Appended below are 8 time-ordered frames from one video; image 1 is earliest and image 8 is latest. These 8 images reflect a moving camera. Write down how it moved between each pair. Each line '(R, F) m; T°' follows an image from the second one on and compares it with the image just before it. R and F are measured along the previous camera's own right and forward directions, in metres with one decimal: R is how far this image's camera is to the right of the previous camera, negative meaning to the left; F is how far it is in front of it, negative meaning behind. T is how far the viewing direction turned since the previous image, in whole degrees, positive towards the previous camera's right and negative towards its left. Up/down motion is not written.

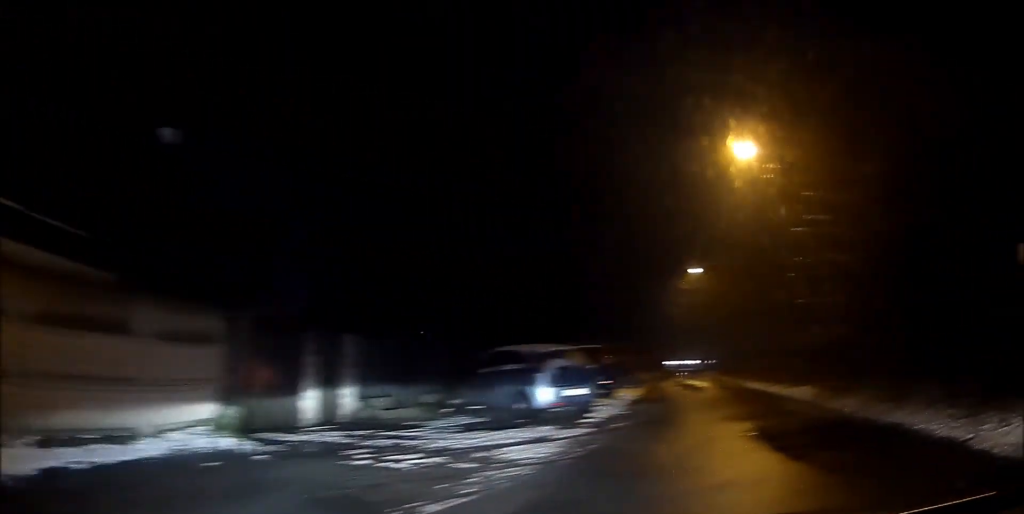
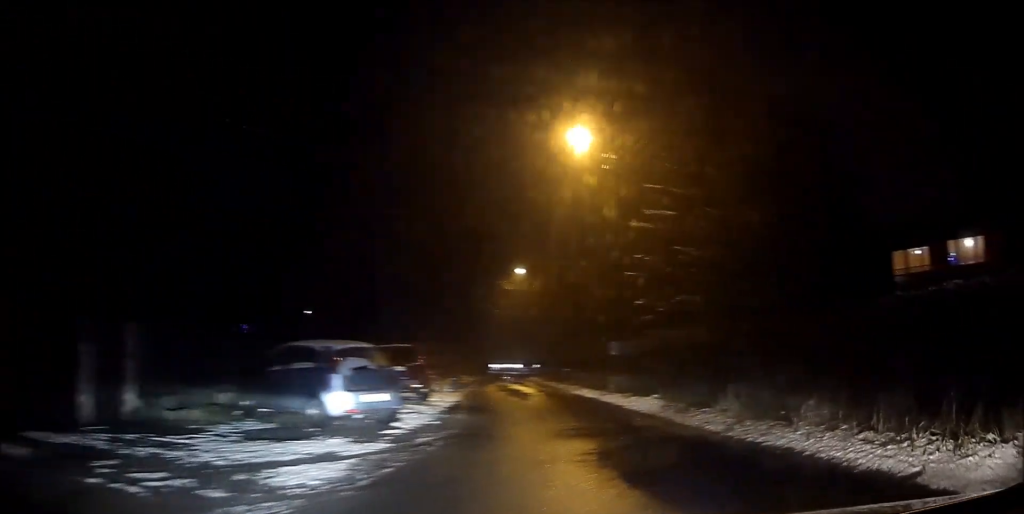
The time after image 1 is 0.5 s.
(+0.2, +2.1) m; +7°
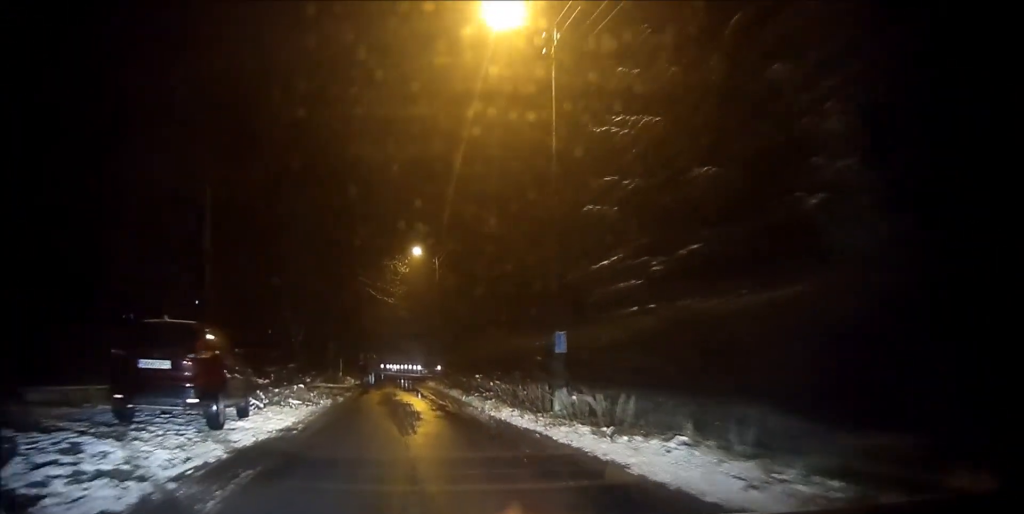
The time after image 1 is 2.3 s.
(+1.2, +8.9) m; +9°
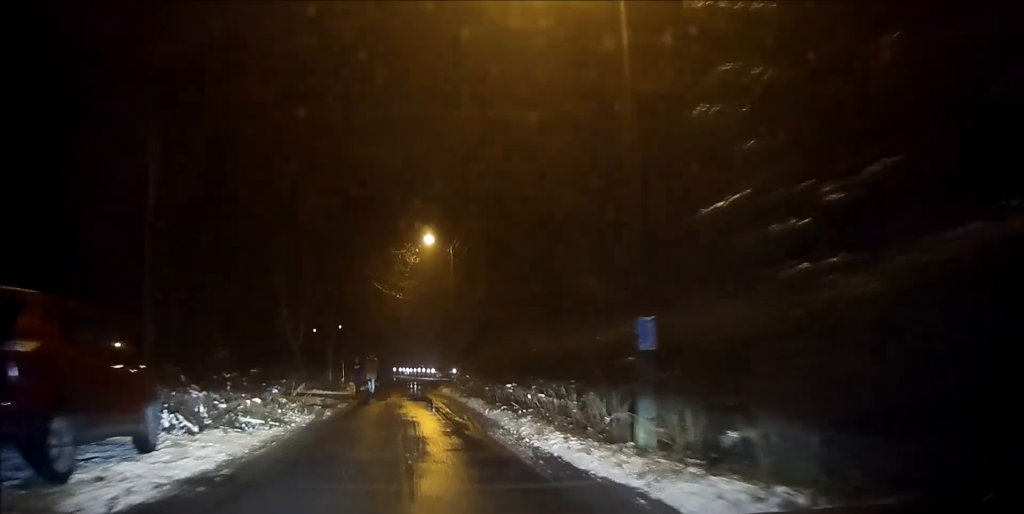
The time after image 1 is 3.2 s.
(0.0, +4.9) m; -1°
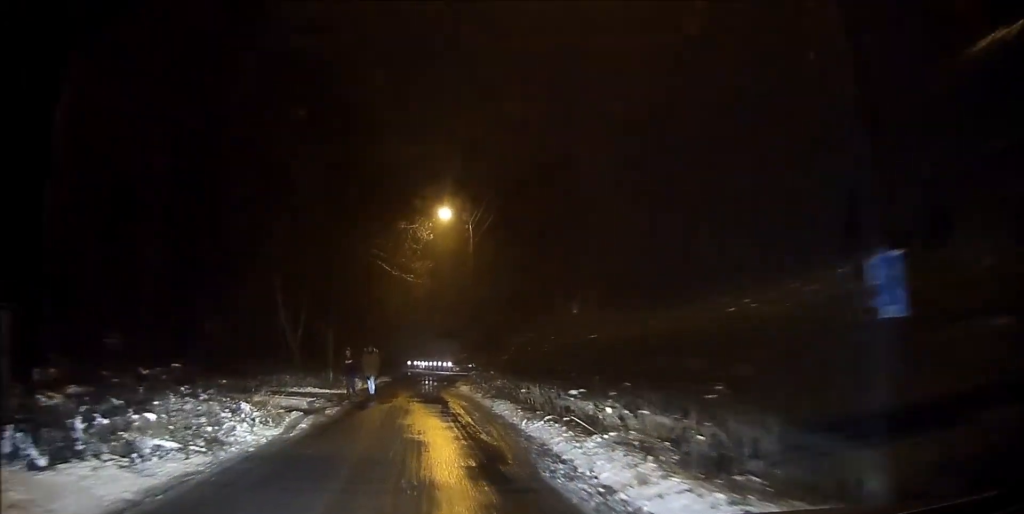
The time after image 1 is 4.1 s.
(0.0, +4.9) m; -1°
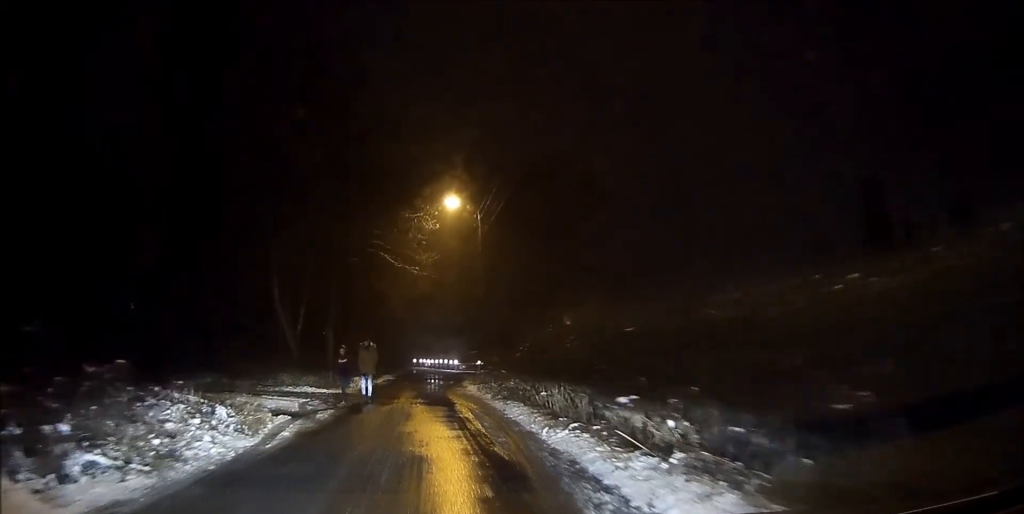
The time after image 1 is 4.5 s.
(0.0, +2.1) m; 0°
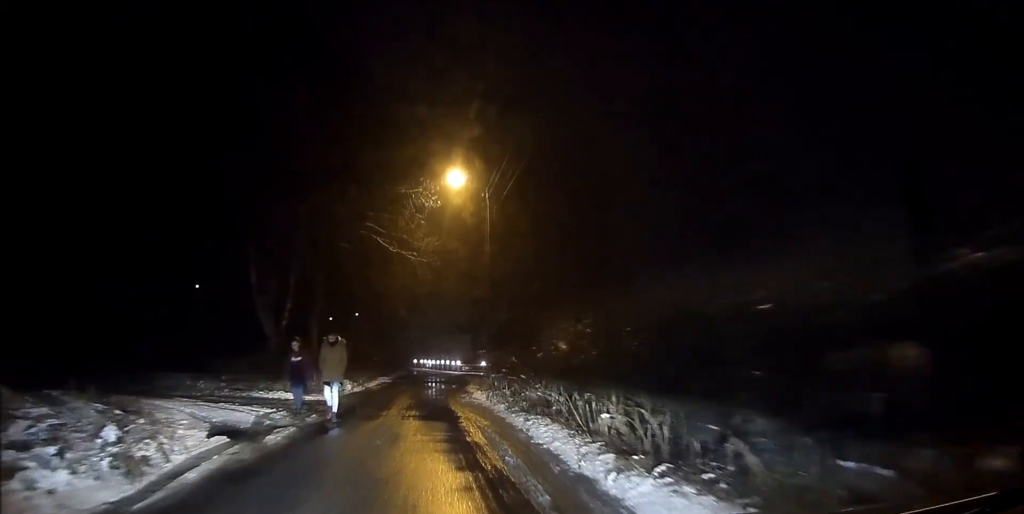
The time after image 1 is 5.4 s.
(0.0, +4.5) m; -1°
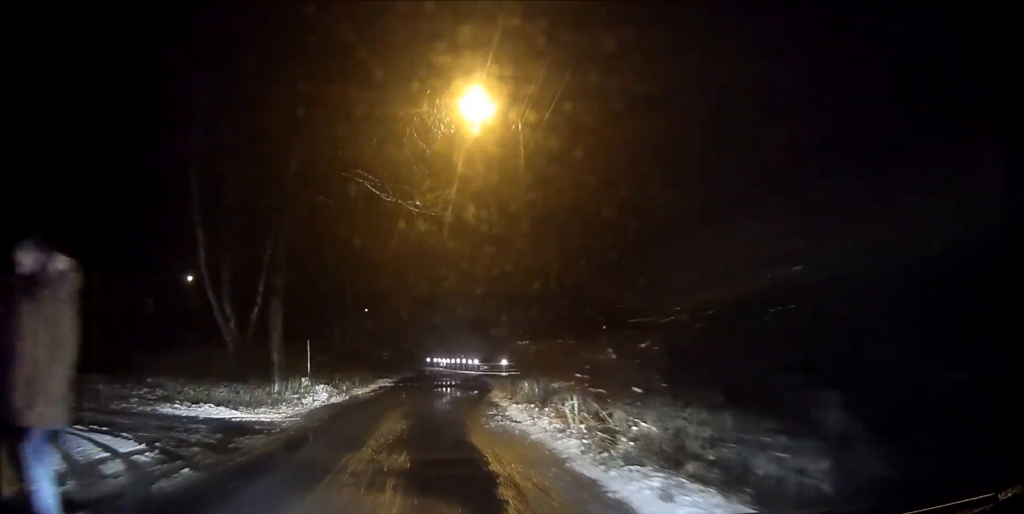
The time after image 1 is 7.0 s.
(-0.2, +7.9) m; -3°
